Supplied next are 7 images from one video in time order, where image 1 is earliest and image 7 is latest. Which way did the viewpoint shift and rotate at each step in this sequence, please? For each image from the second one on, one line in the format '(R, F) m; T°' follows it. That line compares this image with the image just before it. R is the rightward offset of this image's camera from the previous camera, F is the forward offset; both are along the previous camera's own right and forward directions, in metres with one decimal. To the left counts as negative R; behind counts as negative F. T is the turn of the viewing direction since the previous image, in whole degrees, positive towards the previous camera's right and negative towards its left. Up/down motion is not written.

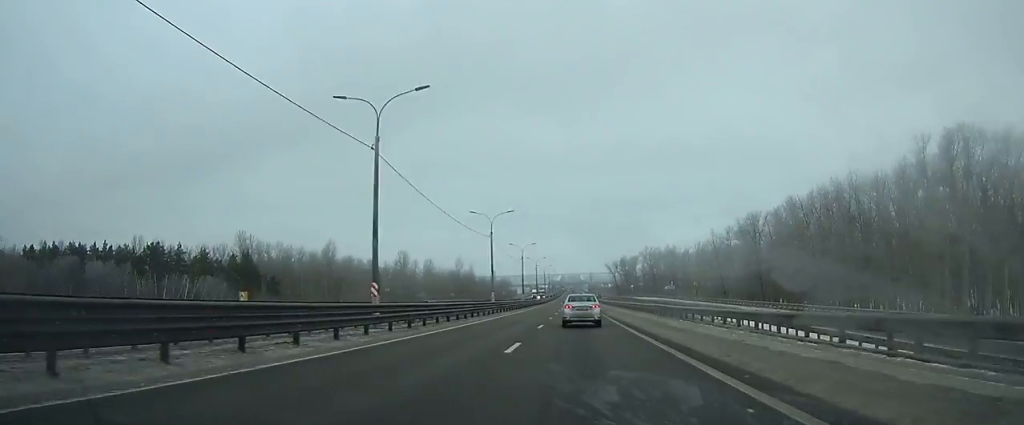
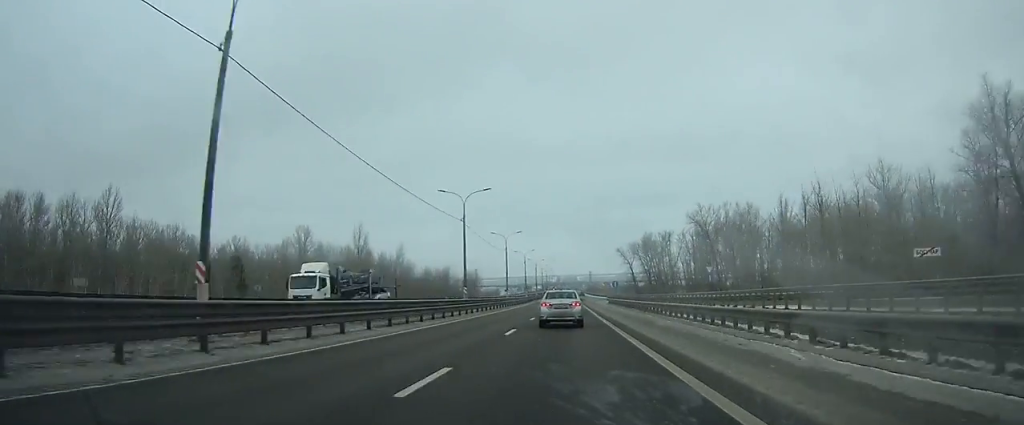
(+0.1, +114.6) m; 0°
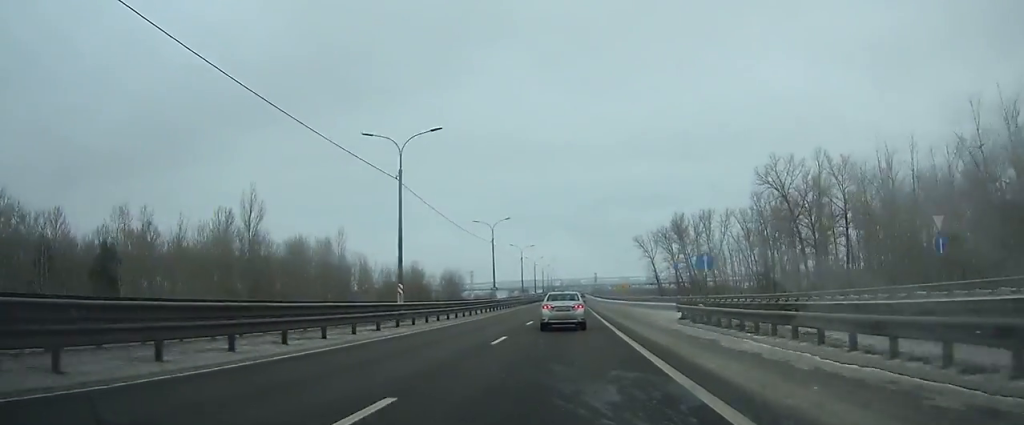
(-0.1, +51.0) m; 0°
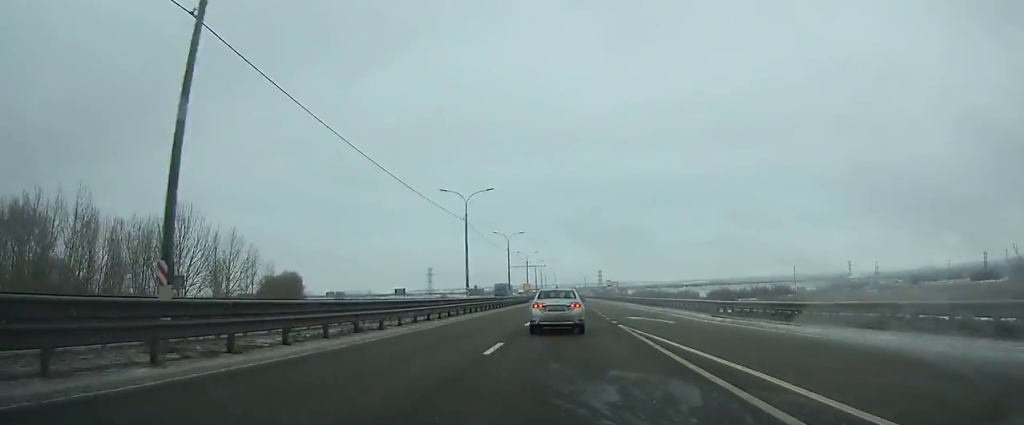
(-0.1, +155.8) m; 0°
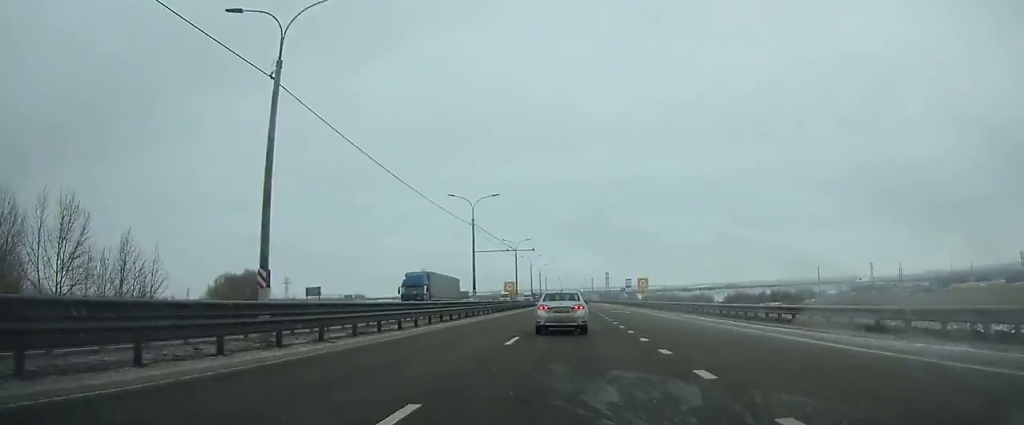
(0.0, +33.2) m; 0°
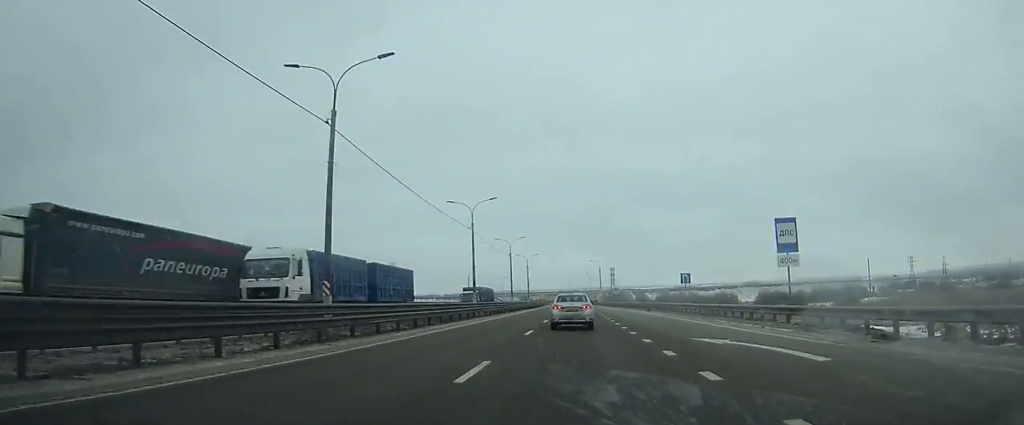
(+0.2, +67.9) m; 0°
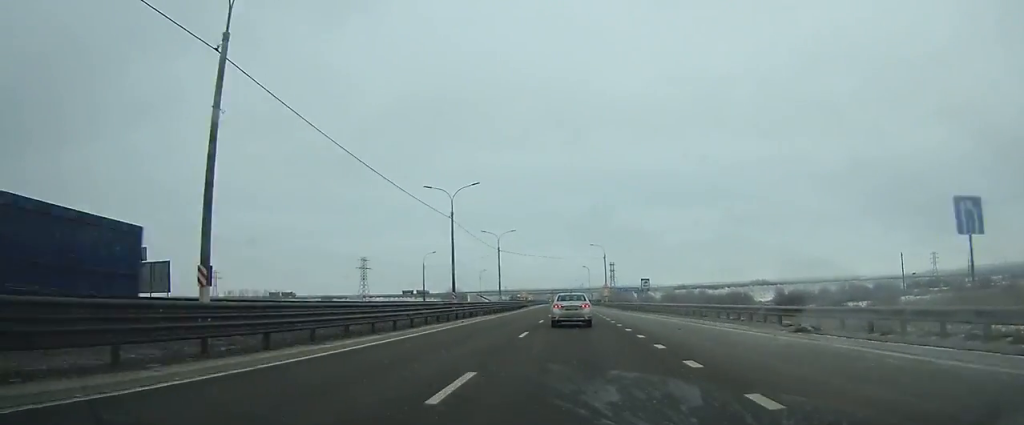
(0.0, +38.4) m; 0°
